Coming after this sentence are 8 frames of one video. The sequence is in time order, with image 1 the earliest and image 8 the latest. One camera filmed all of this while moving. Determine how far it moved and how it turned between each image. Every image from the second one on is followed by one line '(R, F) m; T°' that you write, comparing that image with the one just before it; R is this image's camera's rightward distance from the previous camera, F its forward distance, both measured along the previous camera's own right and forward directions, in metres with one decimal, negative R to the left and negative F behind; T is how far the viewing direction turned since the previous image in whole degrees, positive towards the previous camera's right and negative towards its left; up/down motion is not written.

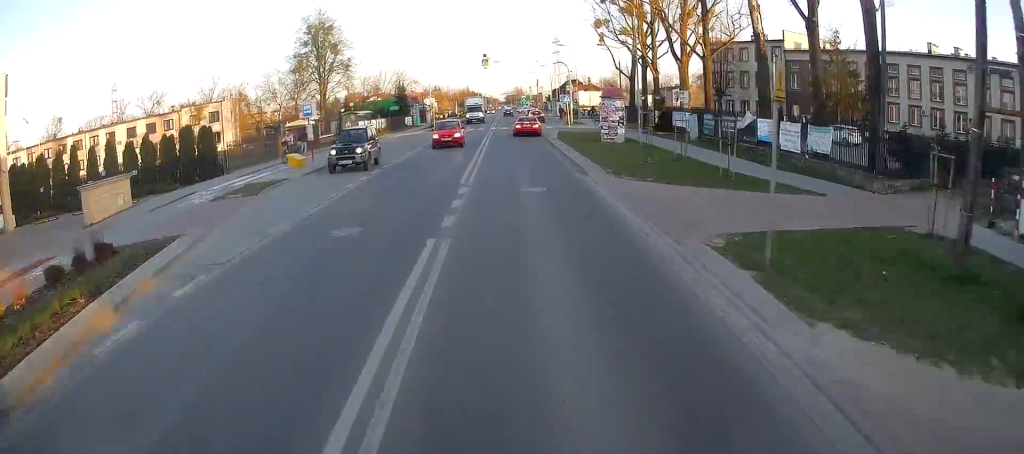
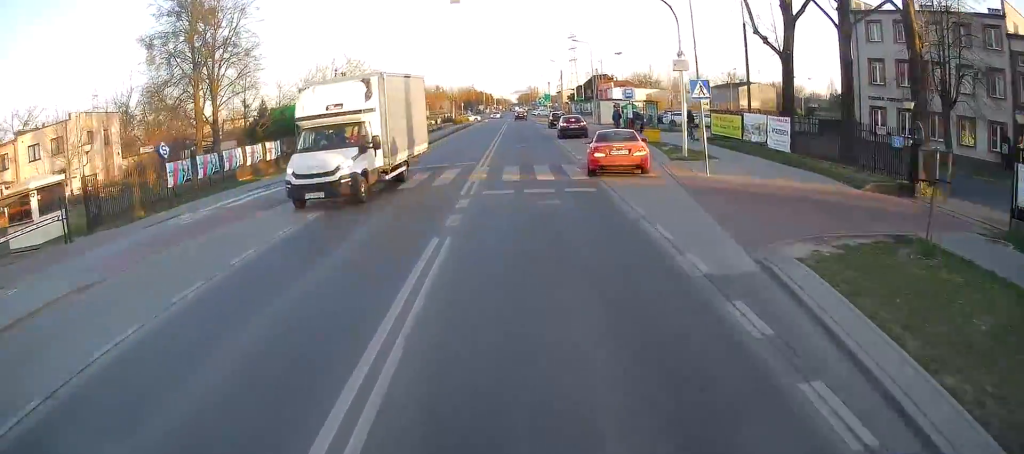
(+0.3, +44.2) m; 0°
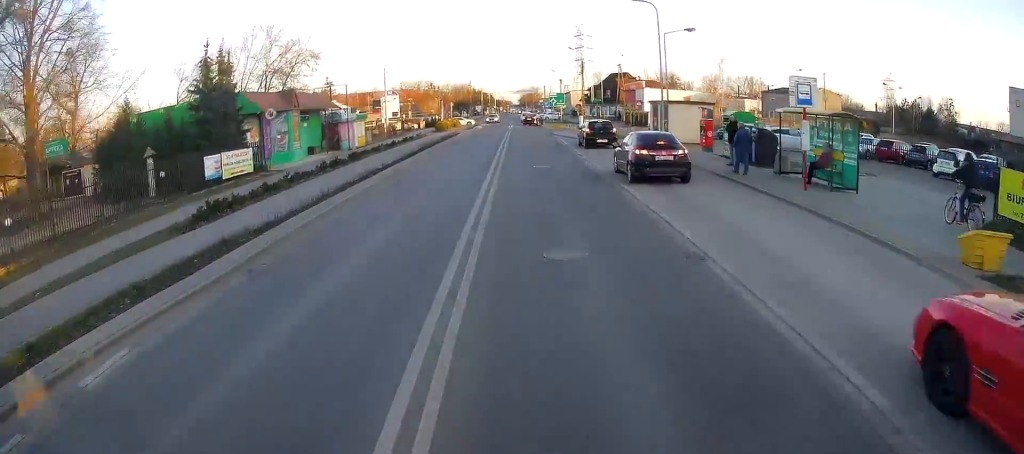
(-0.4, +26.3) m; -1°
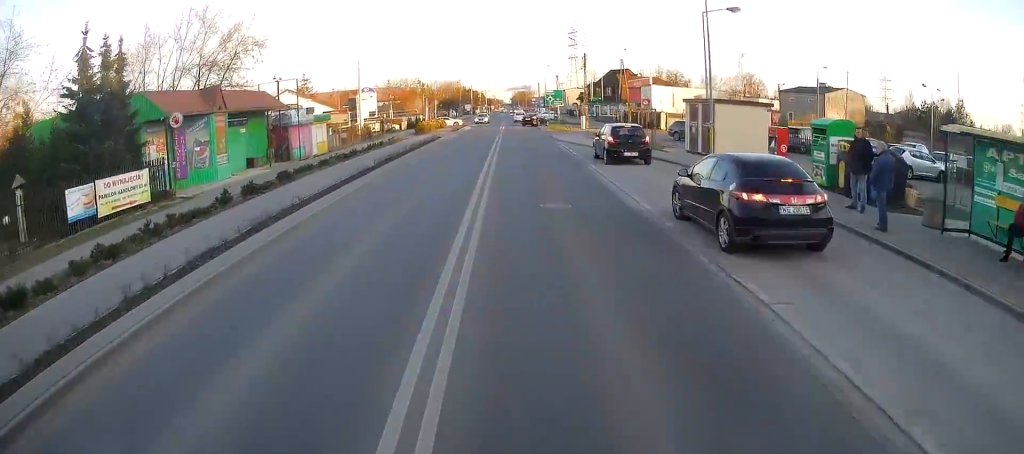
(-0.1, +9.6) m; 0°
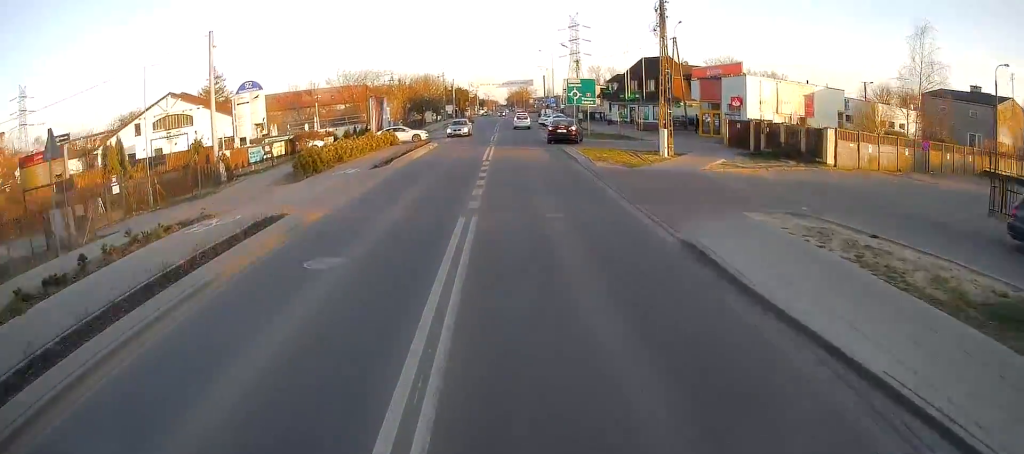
(+0.6, +34.1) m; +1°
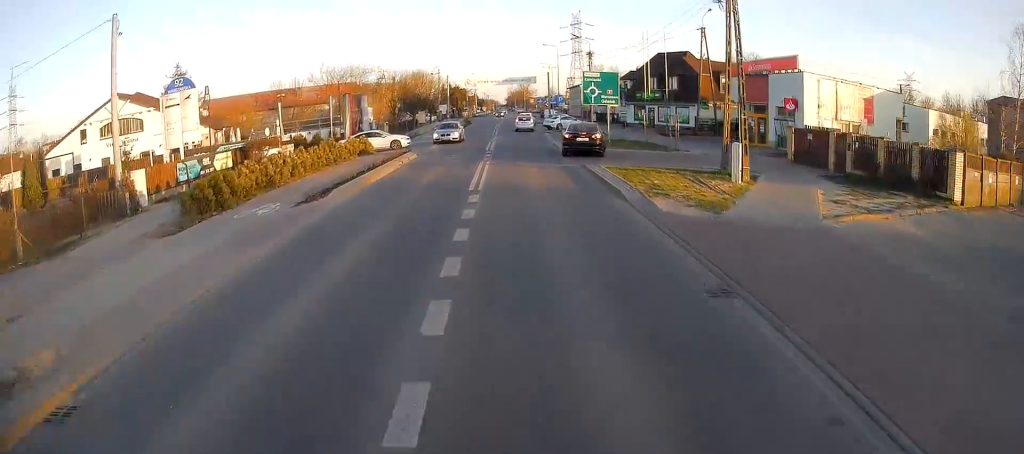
(0.0, +9.7) m; 0°
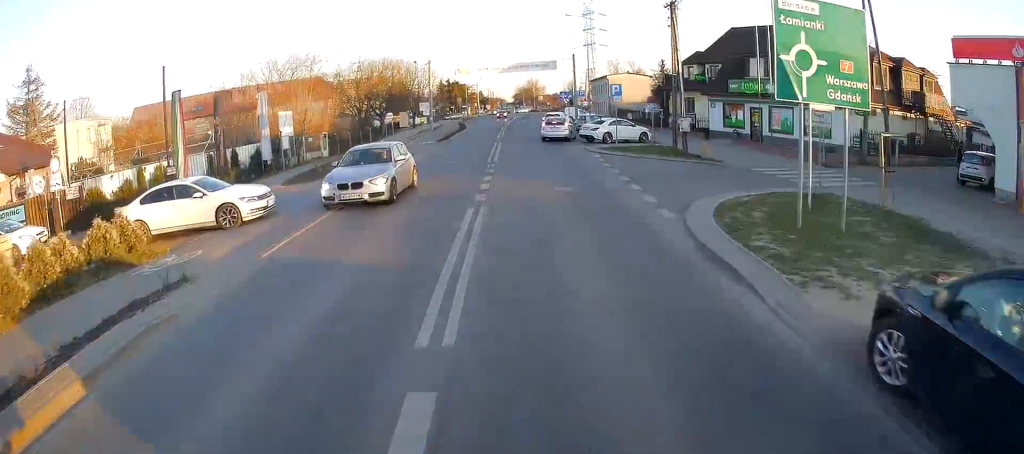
(-0.1, +27.1) m; 0°
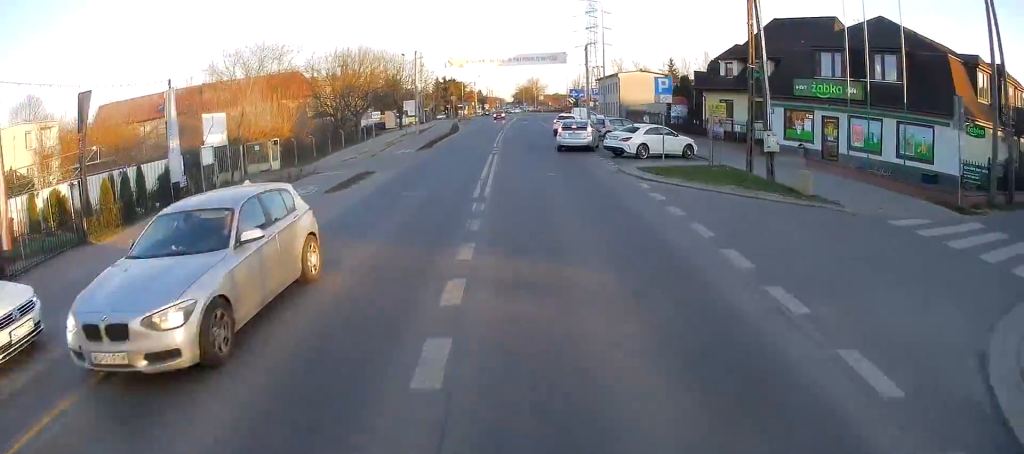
(0.0, +10.0) m; 0°
